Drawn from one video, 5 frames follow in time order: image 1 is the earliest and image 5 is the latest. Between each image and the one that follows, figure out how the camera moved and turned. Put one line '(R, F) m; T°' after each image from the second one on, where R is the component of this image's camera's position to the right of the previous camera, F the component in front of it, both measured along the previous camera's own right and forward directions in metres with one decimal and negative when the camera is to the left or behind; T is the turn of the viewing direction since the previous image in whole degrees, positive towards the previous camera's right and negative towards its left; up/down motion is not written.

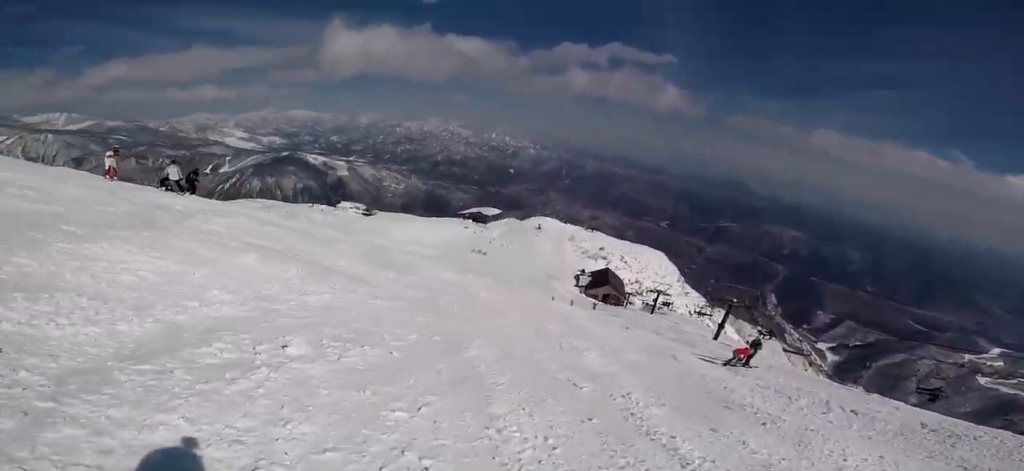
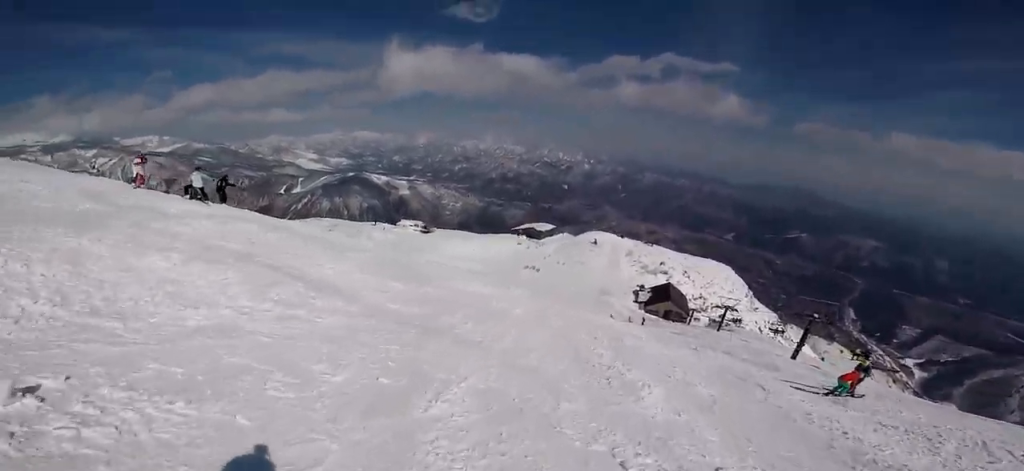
(-0.3, +1.9) m; -15°
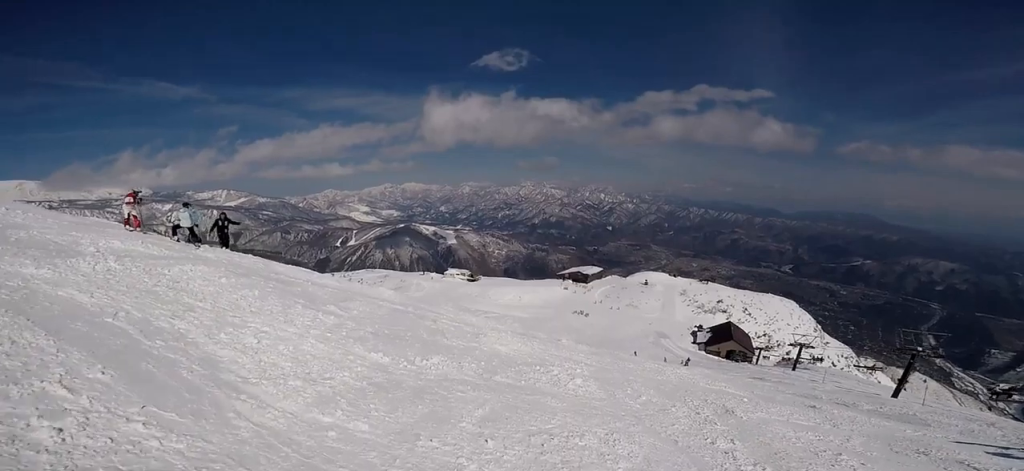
(-0.4, +3.0) m; -7°
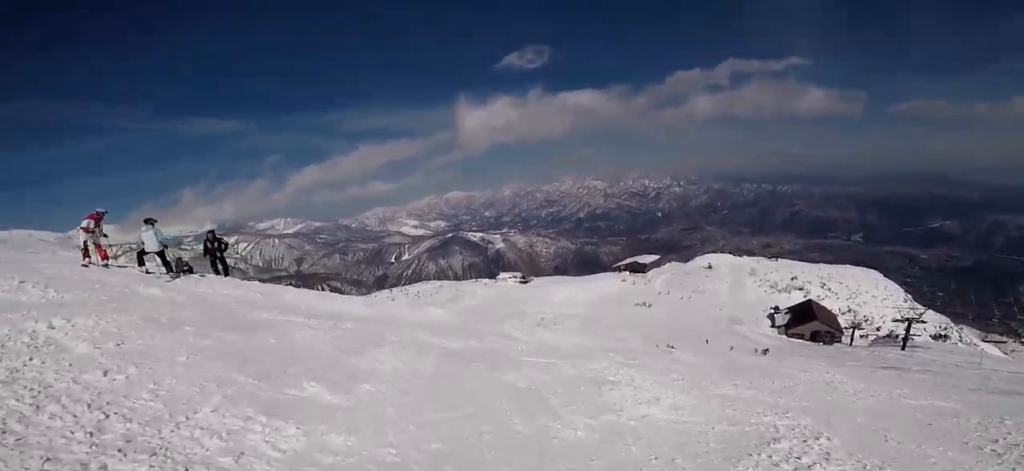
(-0.2, +3.9) m; -15°
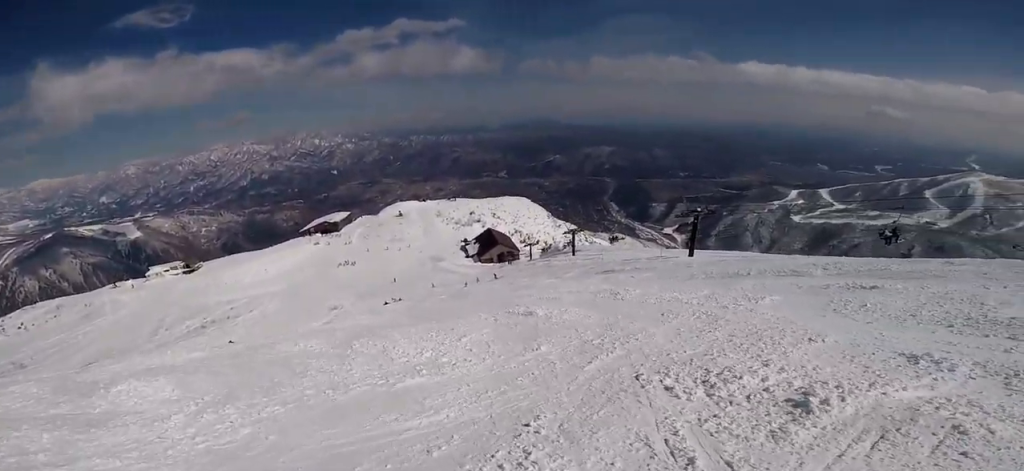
(+4.1, +4.6) m; +94°
